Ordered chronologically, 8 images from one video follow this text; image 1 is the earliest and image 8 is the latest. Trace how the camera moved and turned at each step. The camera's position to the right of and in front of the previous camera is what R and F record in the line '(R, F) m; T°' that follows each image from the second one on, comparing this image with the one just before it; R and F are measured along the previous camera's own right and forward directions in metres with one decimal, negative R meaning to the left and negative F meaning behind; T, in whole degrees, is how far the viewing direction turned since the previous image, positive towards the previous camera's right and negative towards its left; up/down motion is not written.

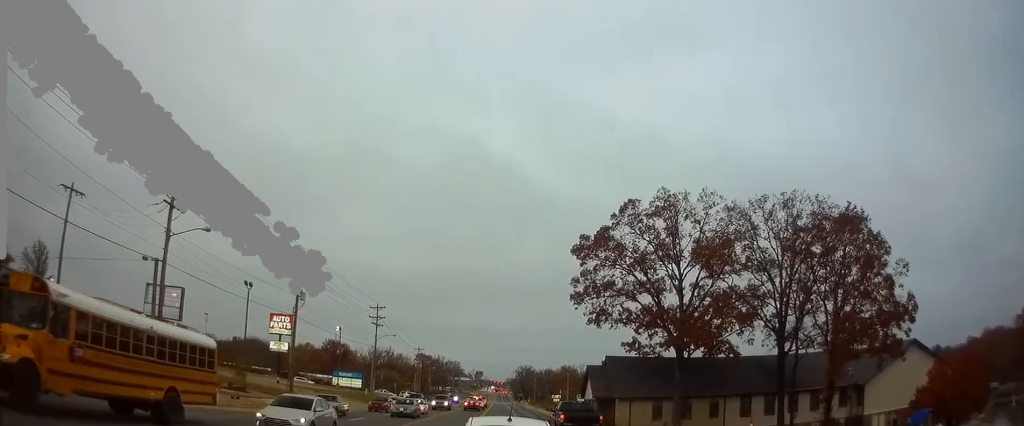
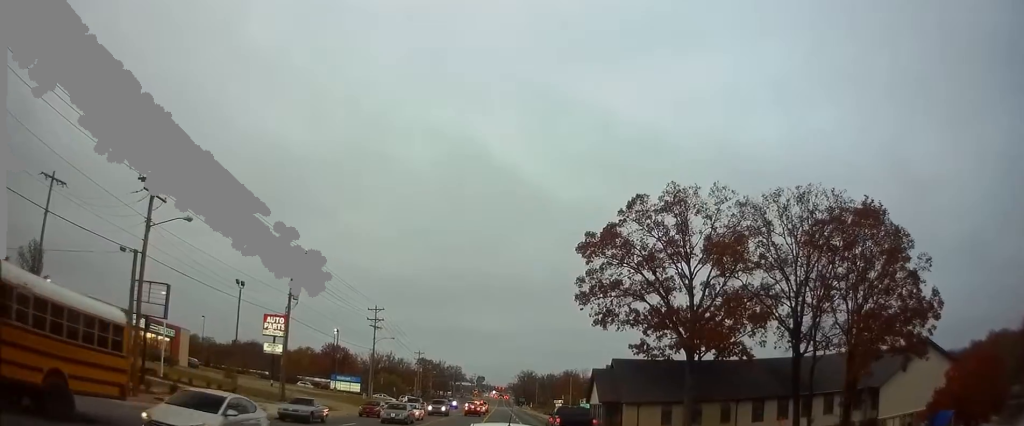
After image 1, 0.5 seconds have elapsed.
(0.0, +2.6) m; -1°
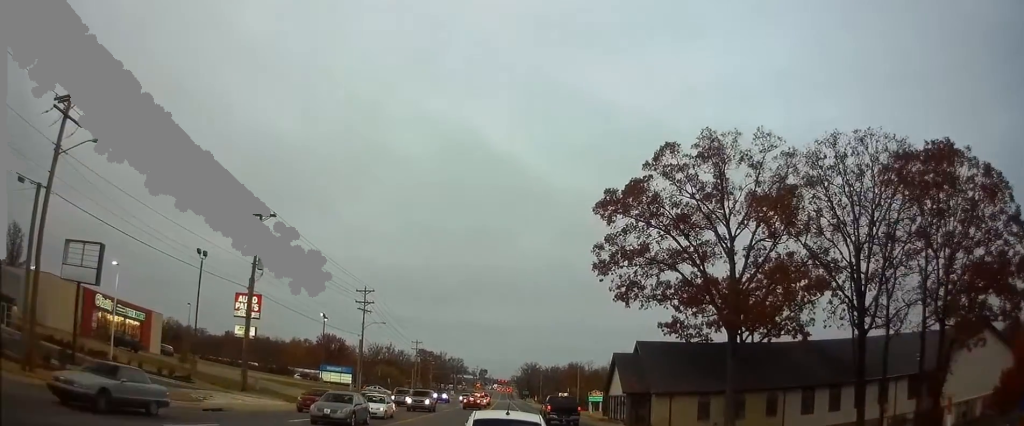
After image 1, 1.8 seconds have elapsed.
(-0.1, +9.7) m; +1°
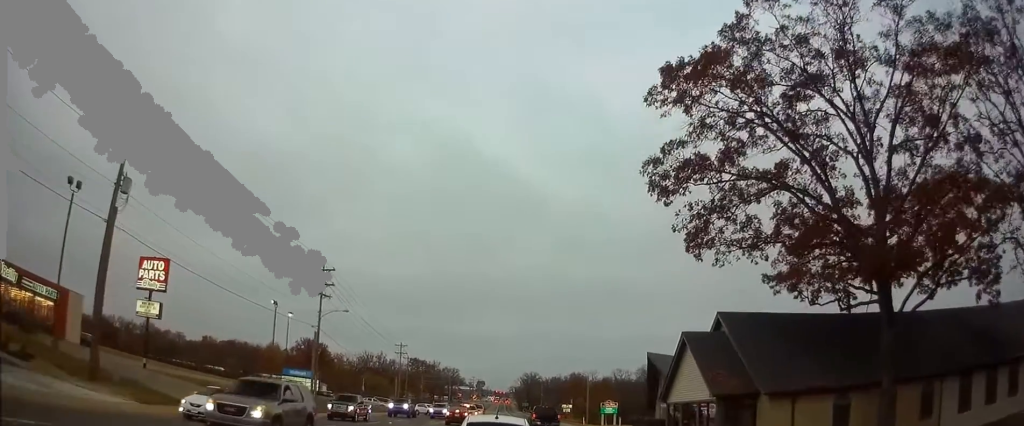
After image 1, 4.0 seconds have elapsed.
(+0.3, +19.3) m; +2°
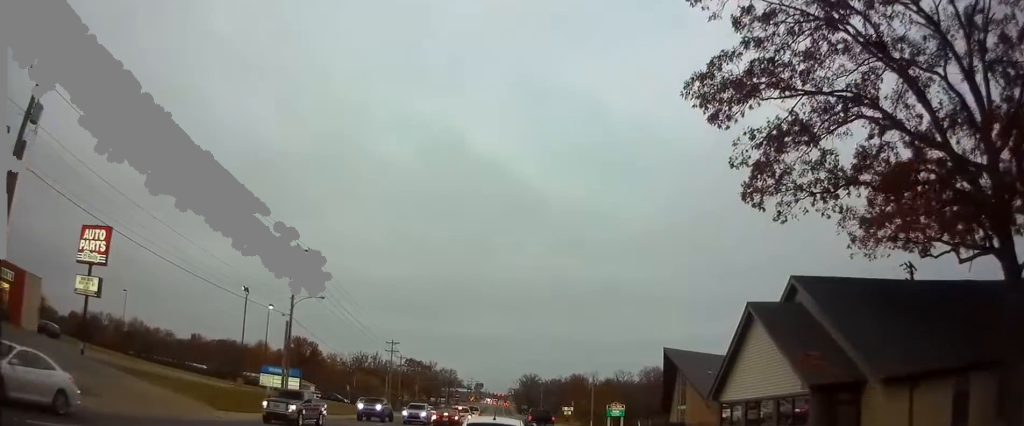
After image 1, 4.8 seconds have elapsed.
(0.0, +8.5) m; 0°
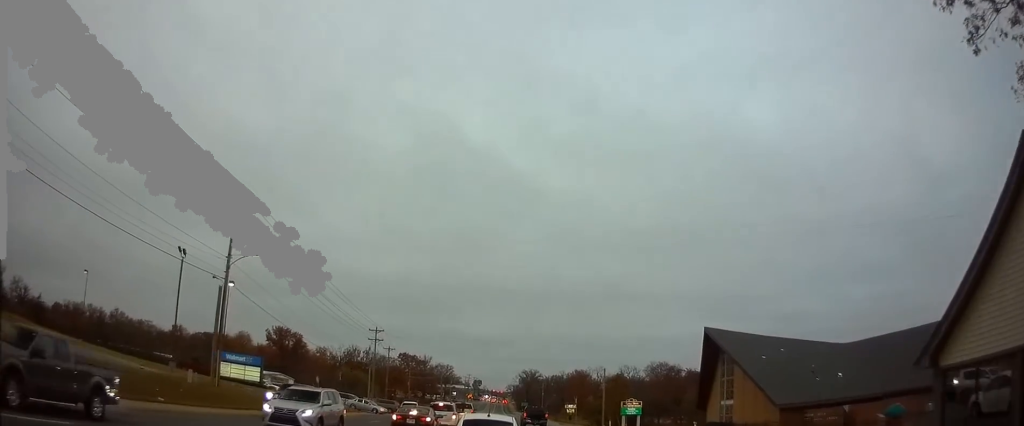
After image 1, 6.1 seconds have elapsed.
(0.0, +14.3) m; 0°
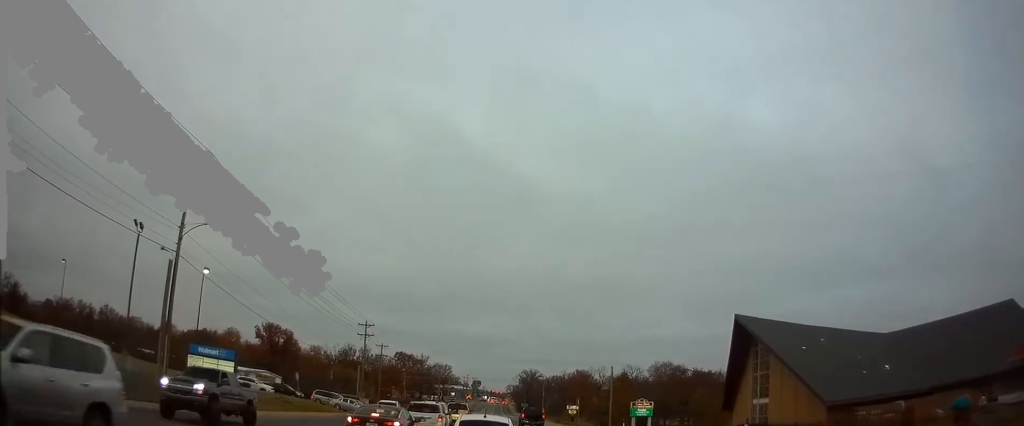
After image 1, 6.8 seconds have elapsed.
(0.0, +7.3) m; 0°
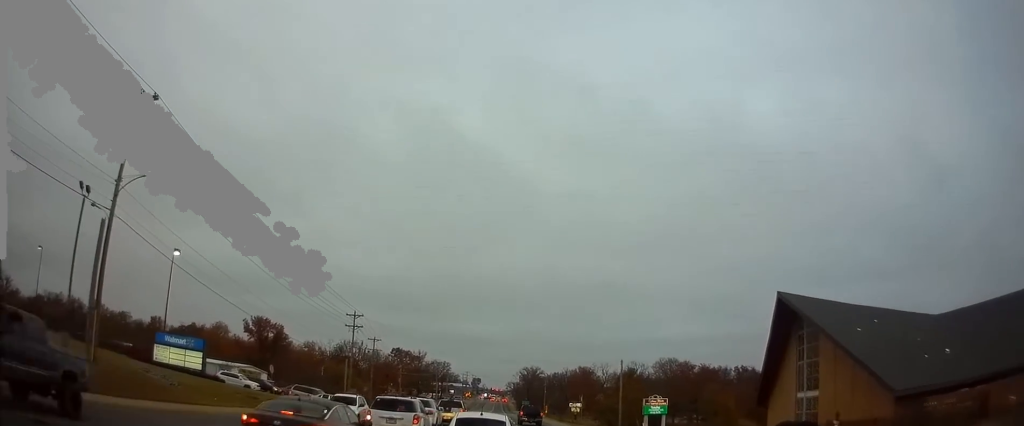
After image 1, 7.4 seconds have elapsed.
(0.0, +7.5) m; 0°
